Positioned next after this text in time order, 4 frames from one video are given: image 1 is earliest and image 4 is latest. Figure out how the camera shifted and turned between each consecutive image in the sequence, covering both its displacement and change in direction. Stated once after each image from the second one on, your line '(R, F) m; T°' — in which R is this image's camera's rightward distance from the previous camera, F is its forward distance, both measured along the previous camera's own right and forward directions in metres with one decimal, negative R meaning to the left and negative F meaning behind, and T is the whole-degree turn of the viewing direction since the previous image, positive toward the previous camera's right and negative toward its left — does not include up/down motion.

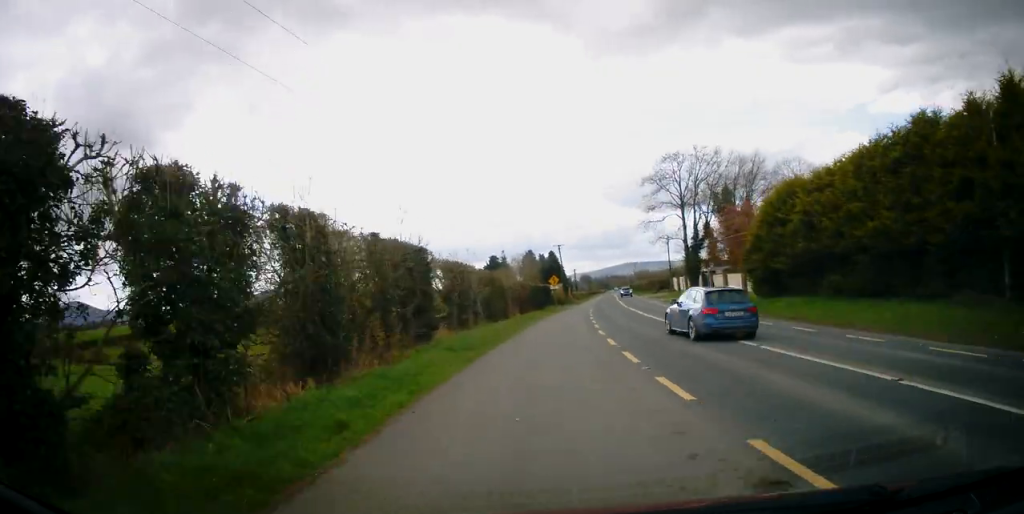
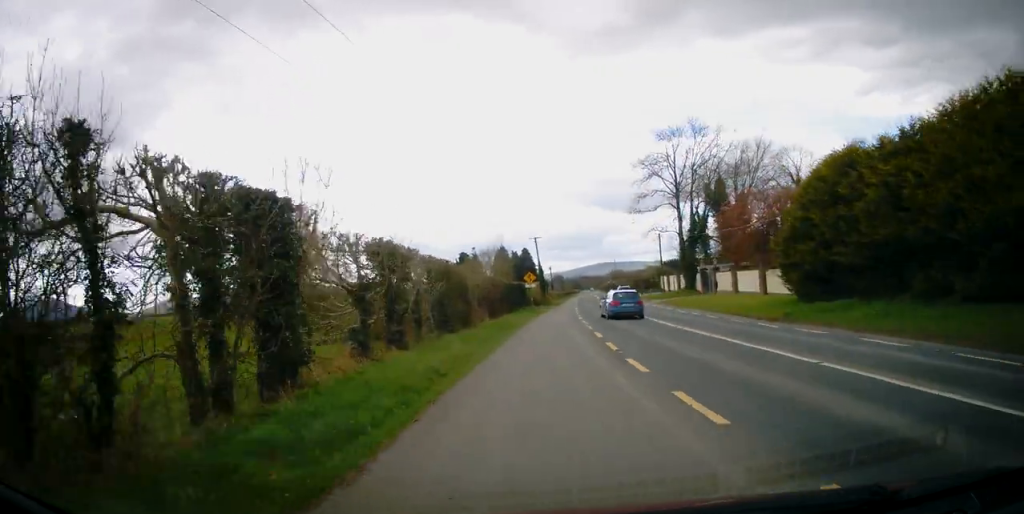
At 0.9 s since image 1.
(0.0, +10.0) m; +2°
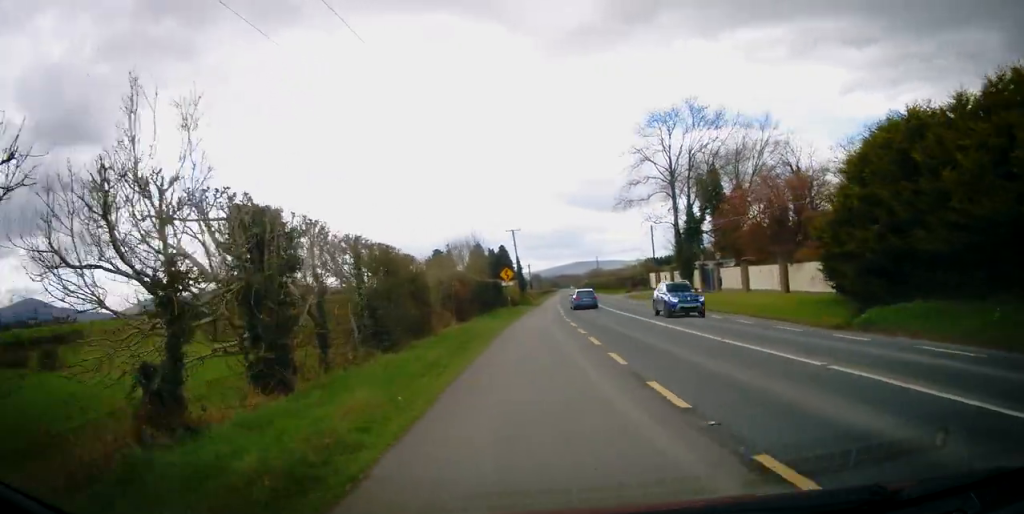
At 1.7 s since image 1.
(+0.3, +7.7) m; +2°
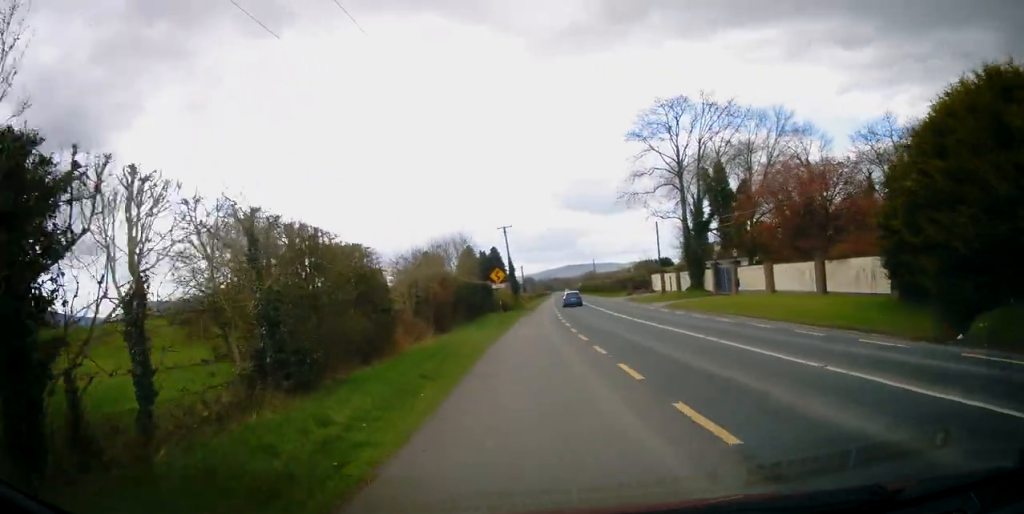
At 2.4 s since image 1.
(+0.1, +6.2) m; +2°
